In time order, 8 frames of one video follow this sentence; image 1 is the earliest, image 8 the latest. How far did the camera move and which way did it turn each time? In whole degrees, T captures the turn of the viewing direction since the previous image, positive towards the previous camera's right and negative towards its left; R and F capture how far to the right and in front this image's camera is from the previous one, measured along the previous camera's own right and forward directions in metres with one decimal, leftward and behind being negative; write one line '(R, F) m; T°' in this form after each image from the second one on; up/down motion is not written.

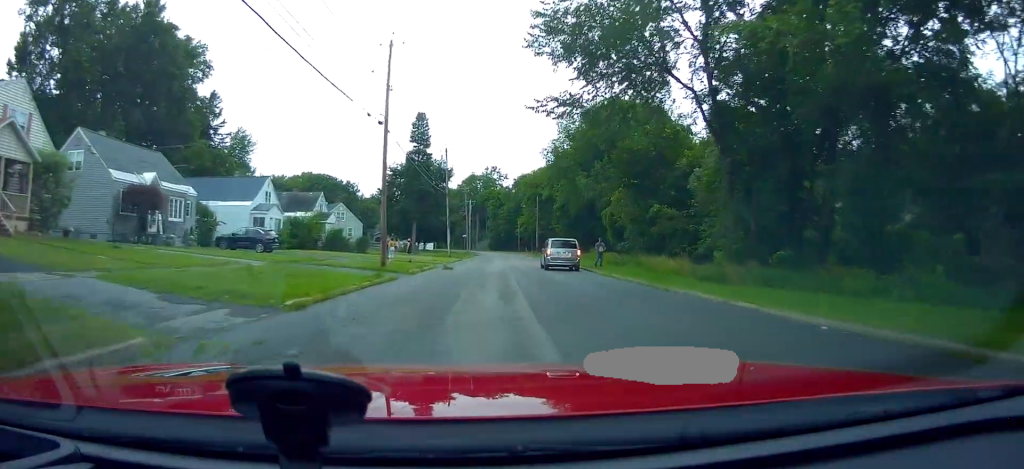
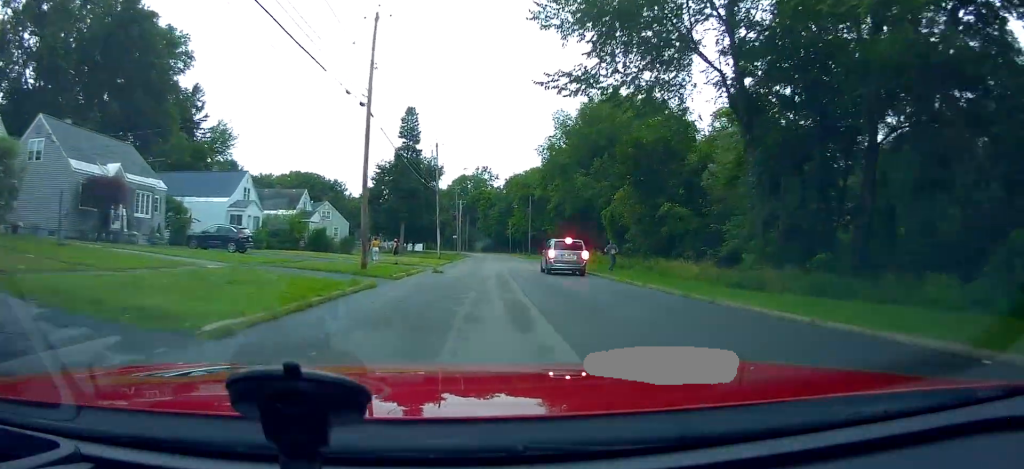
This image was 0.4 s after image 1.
(+0.1, +3.3) m; 0°
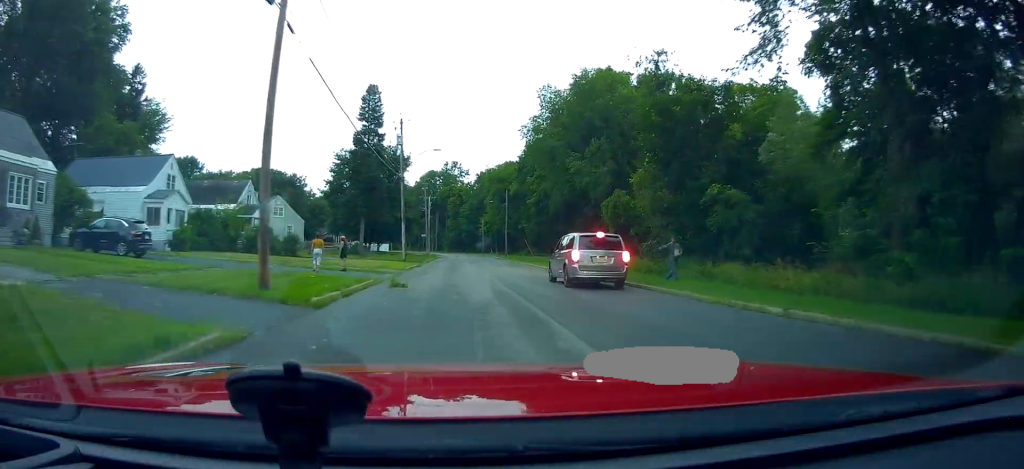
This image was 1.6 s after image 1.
(-0.5, +9.4) m; -1°
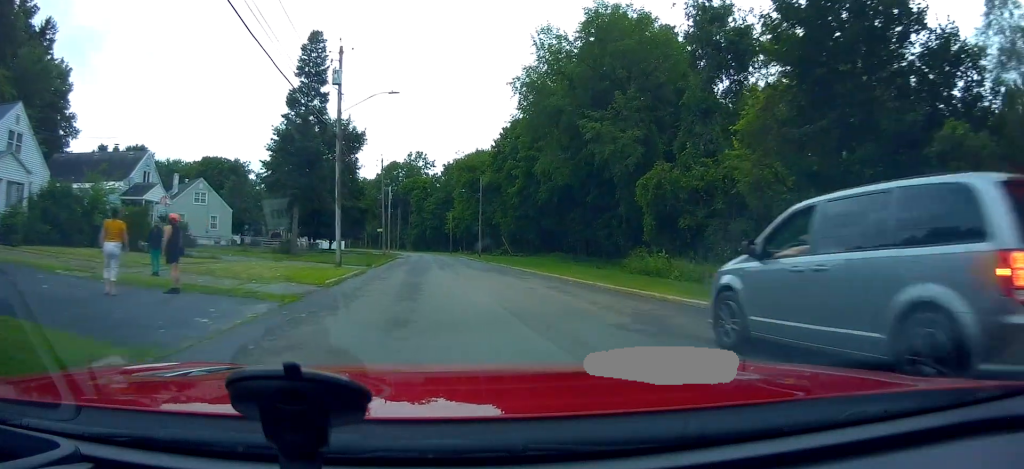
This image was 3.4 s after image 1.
(+1.8, +14.7) m; +8°
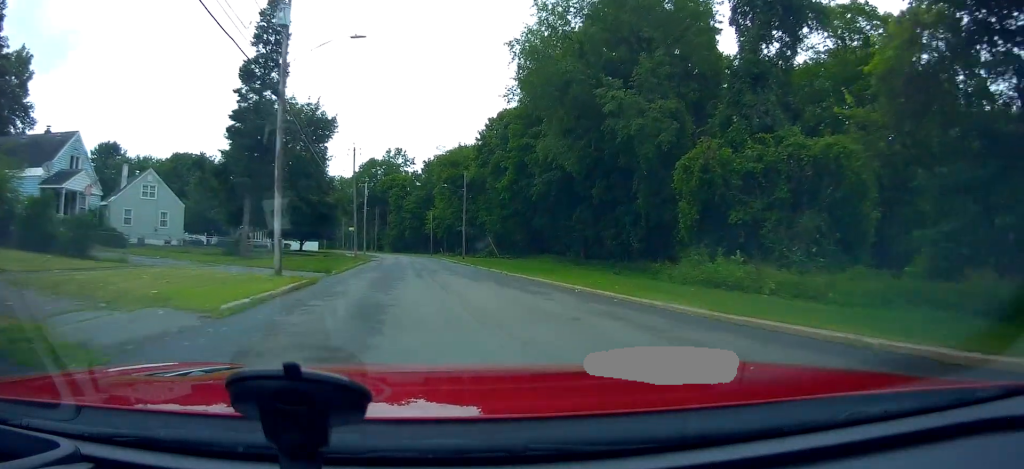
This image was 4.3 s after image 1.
(-0.6, +7.4) m; -4°
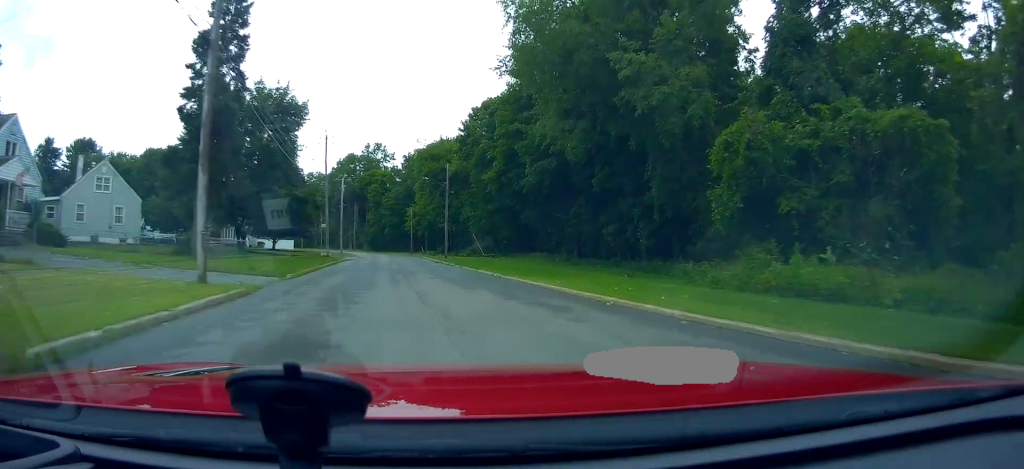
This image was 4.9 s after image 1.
(0.0, +5.2) m; +6°
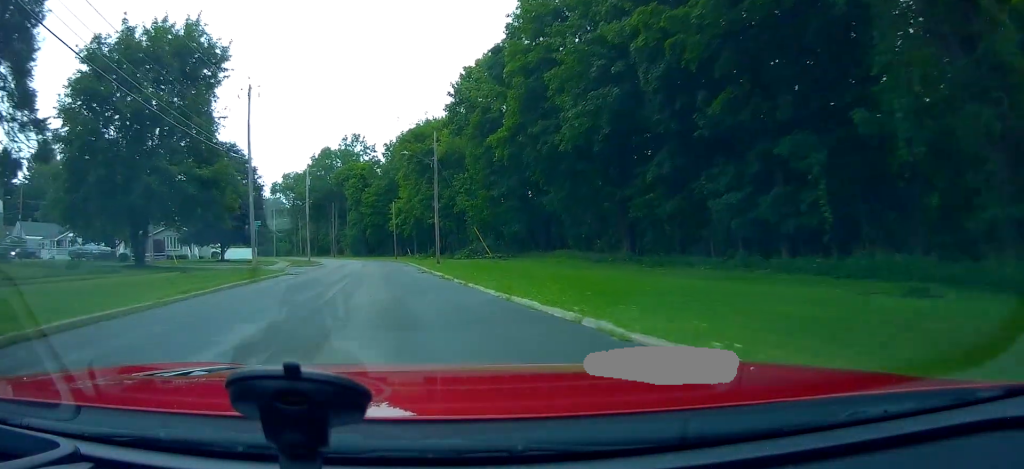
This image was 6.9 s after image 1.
(+1.6, +18.3) m; +2°
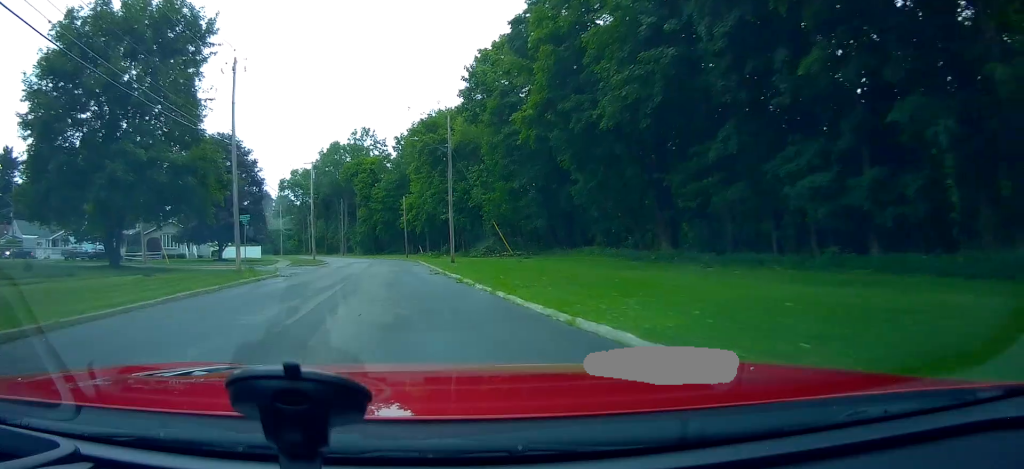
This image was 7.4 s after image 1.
(-0.2, +4.8) m; -3°
